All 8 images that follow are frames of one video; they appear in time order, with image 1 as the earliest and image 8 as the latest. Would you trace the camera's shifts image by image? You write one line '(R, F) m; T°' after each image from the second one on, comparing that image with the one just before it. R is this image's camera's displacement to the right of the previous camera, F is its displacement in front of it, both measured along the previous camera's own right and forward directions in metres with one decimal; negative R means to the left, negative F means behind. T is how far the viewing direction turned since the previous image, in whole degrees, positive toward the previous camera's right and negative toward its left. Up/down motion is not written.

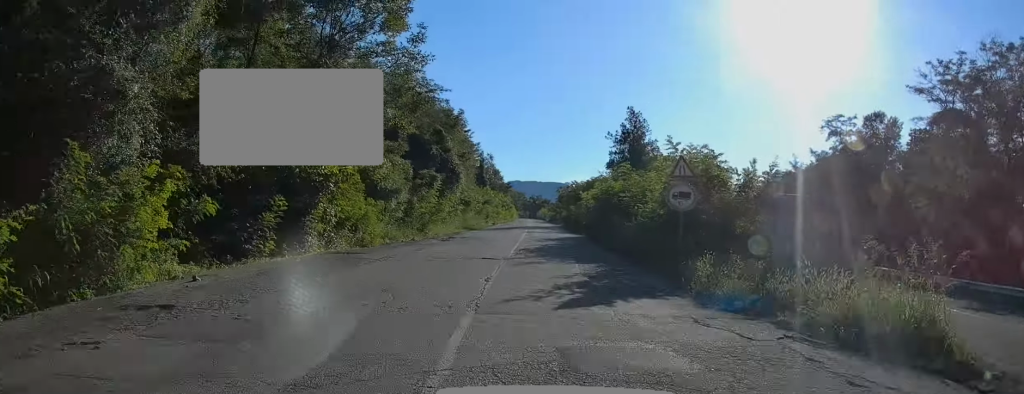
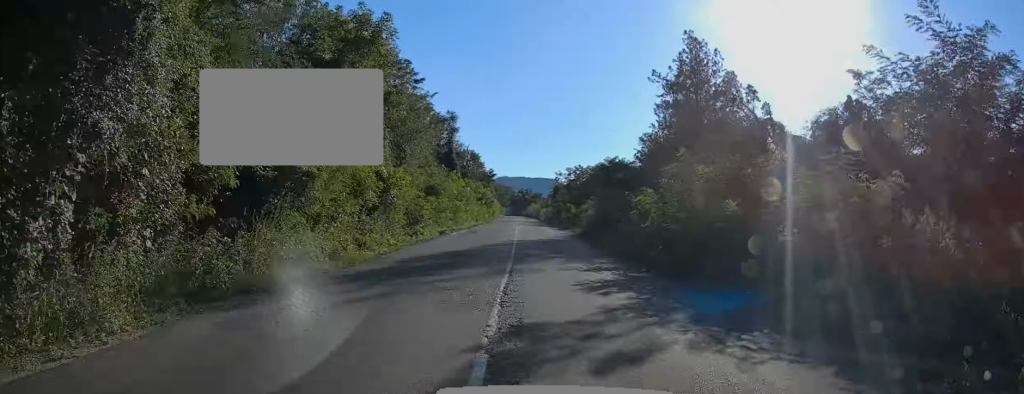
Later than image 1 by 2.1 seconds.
(-0.2, +31.8) m; -1°
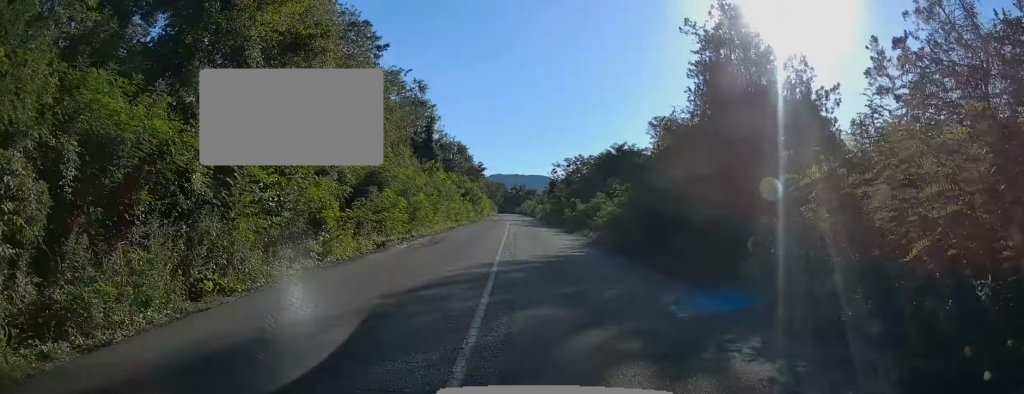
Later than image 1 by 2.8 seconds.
(-0.1, +11.5) m; +1°
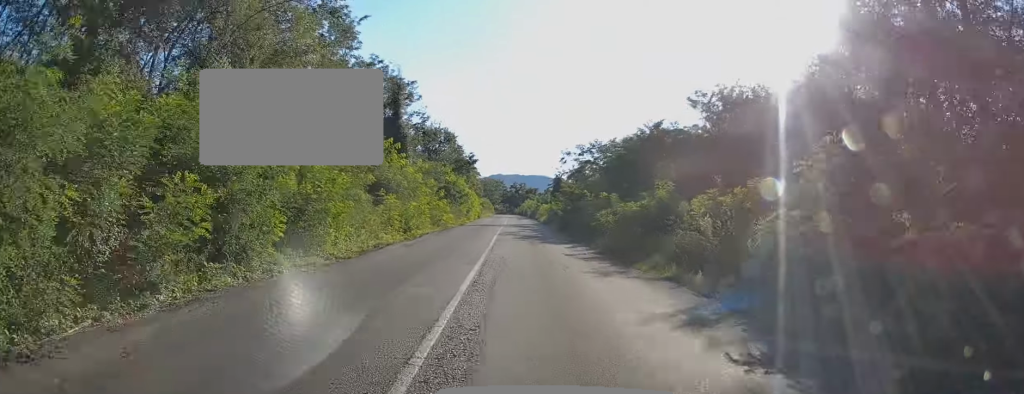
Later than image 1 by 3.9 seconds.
(+0.4, +17.8) m; +1°
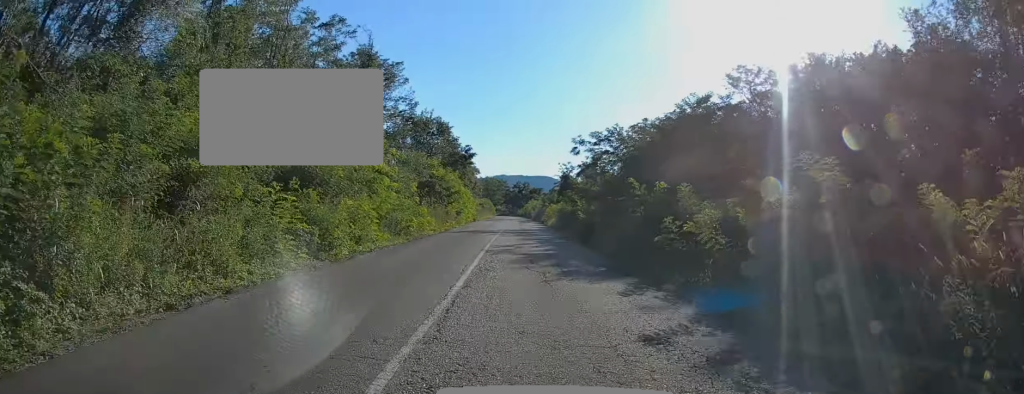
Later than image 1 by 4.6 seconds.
(0.0, +11.0) m; -1°
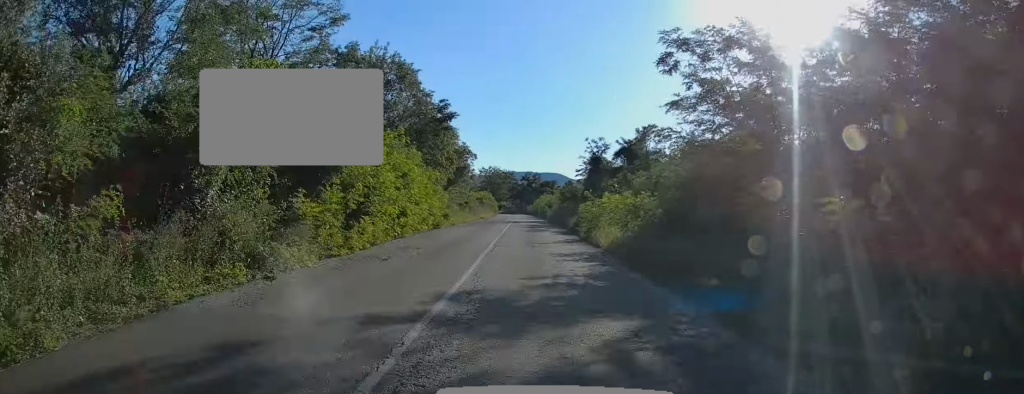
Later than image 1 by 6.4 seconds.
(+0.1, +30.4) m; -1°
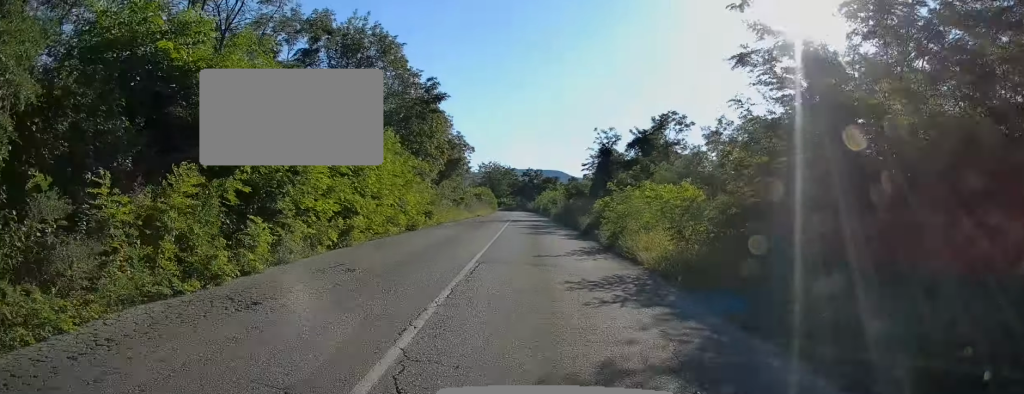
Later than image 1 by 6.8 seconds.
(0.0, +6.9) m; 0°
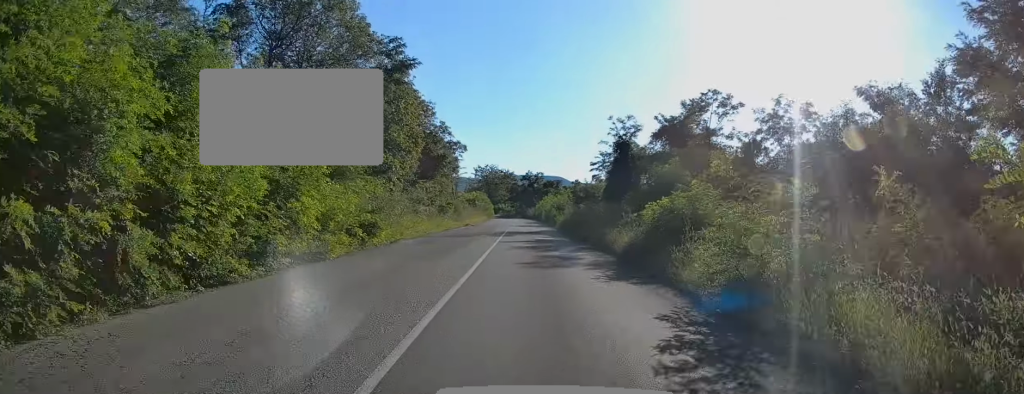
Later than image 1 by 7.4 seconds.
(-0.3, +11.0) m; 0°
